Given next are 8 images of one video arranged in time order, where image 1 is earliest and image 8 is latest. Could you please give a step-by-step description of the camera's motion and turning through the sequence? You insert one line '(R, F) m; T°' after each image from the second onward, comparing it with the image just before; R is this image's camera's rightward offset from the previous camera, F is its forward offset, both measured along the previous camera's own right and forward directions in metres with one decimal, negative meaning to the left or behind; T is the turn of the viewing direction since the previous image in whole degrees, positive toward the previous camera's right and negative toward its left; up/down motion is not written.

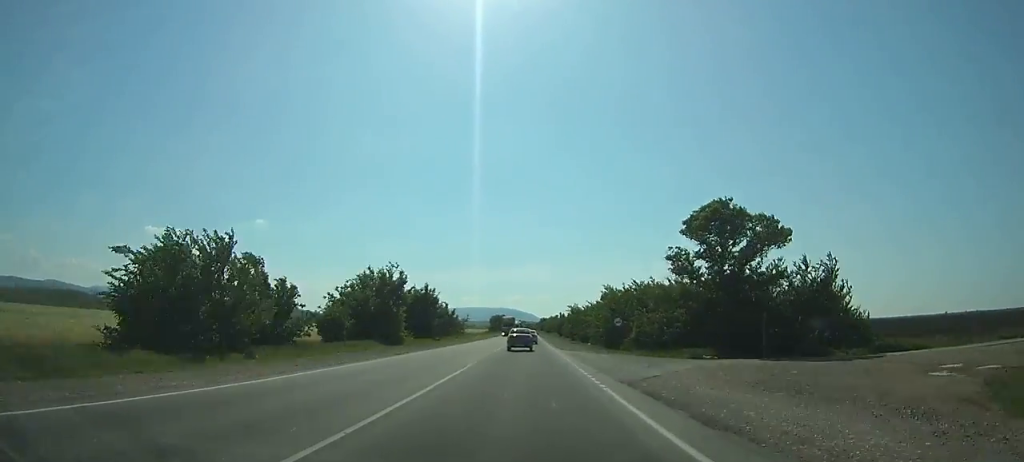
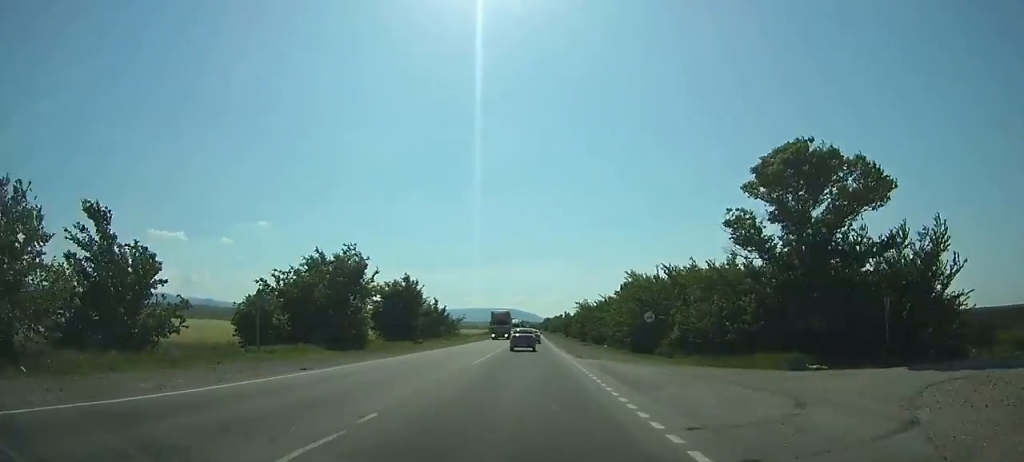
(0.0, +13.5) m; 0°
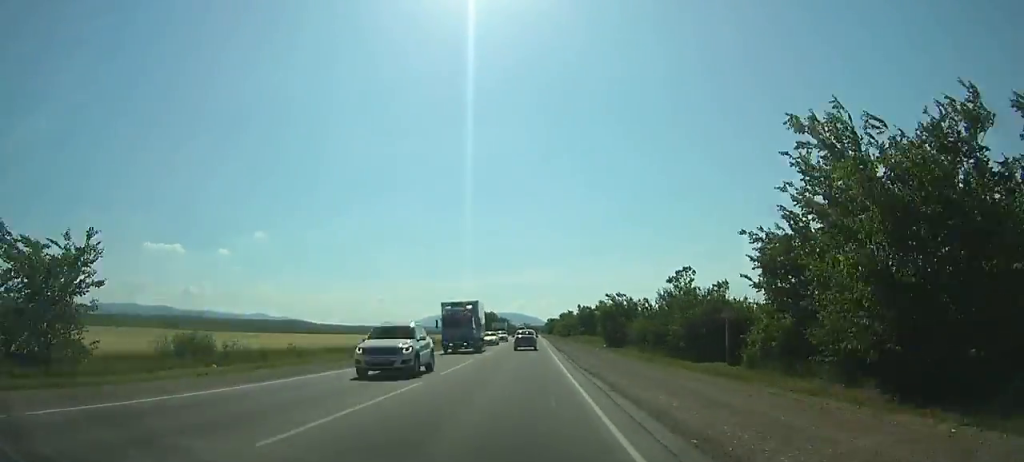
(-0.3, +82.7) m; 0°
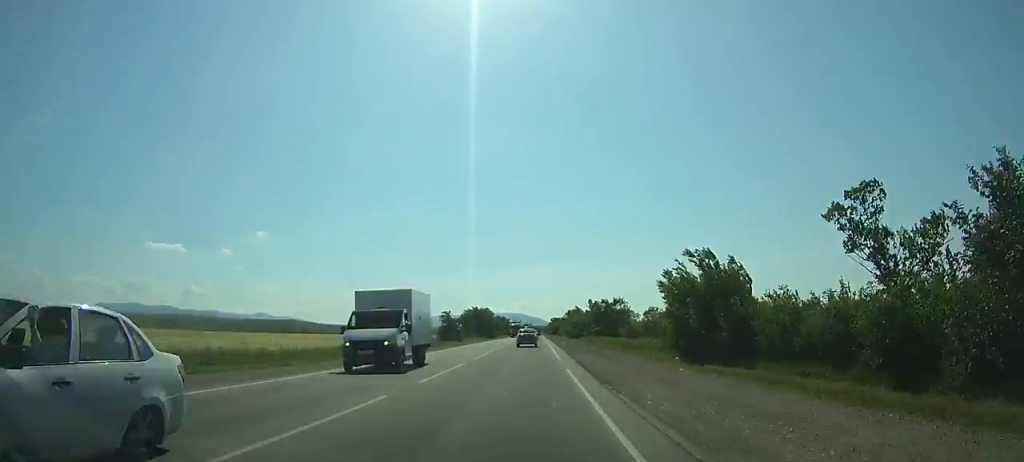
(+0.2, +26.6) m; 0°
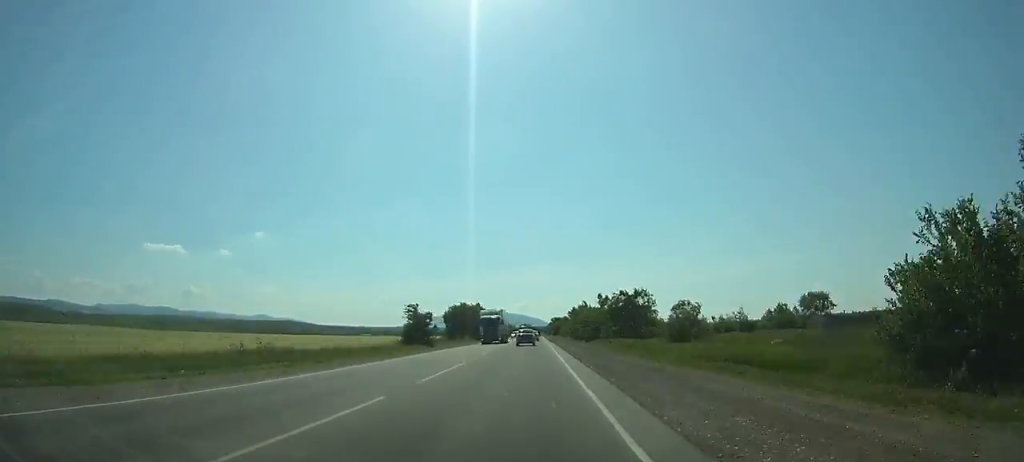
(-0.1, +23.5) m; 0°
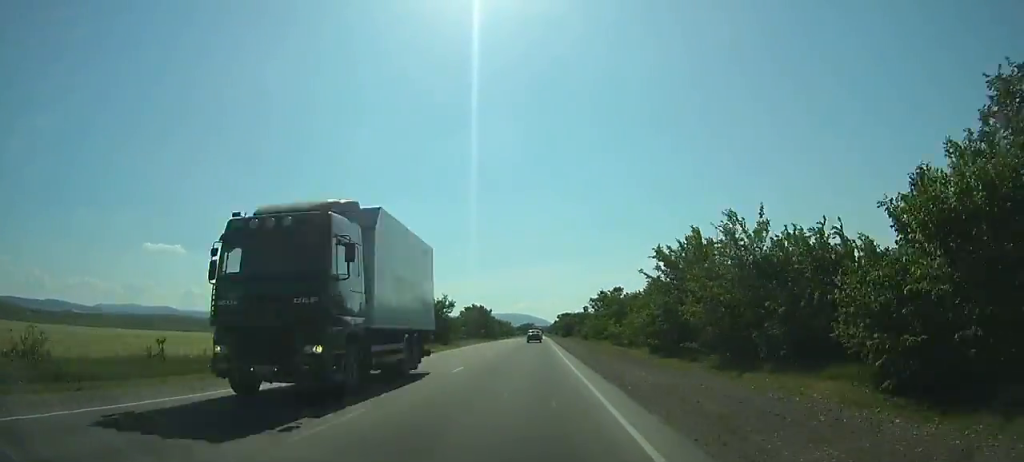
(-0.5, +76.6) m; 0°
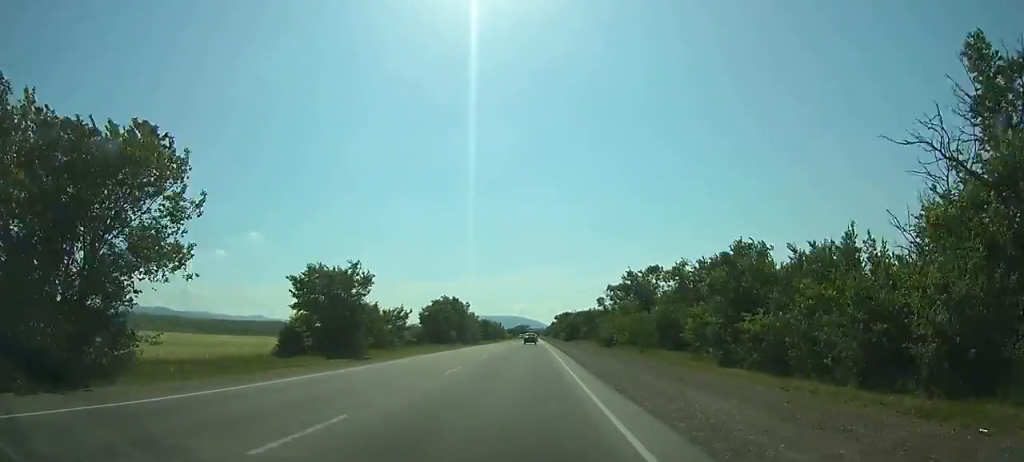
(0.0, +37.5) m; 0°
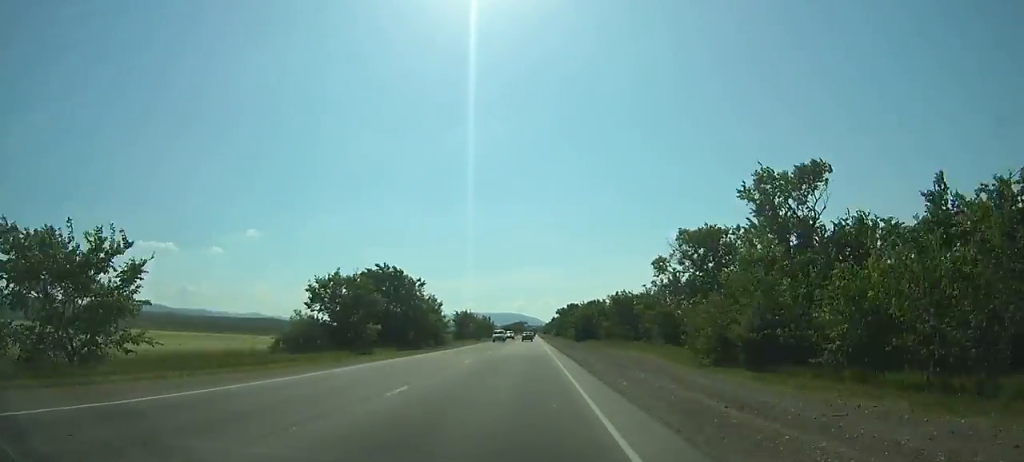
(+0.1, +42.6) m; 0°
